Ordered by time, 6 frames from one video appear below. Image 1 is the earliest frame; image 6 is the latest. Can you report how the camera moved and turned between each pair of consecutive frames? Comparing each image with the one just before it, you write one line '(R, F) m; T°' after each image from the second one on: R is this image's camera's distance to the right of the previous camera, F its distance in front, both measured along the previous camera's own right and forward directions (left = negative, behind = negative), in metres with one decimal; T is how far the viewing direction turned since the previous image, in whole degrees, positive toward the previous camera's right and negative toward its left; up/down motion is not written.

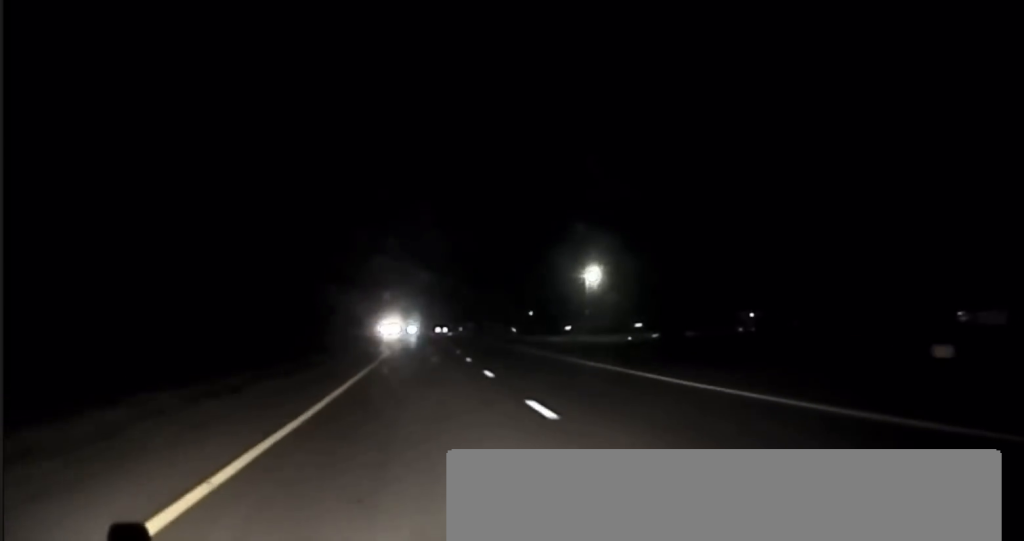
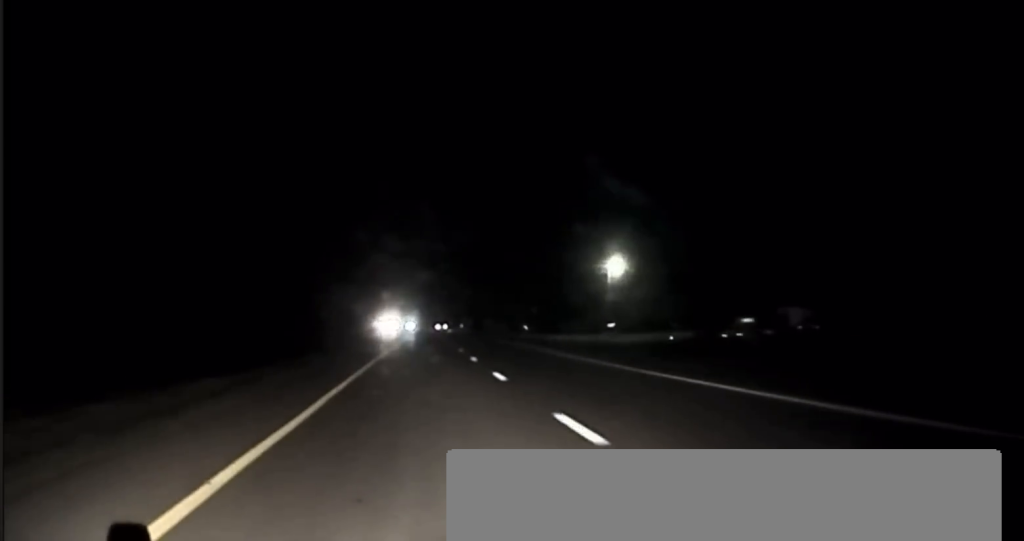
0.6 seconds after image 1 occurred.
(+0.1, +15.7) m; 0°
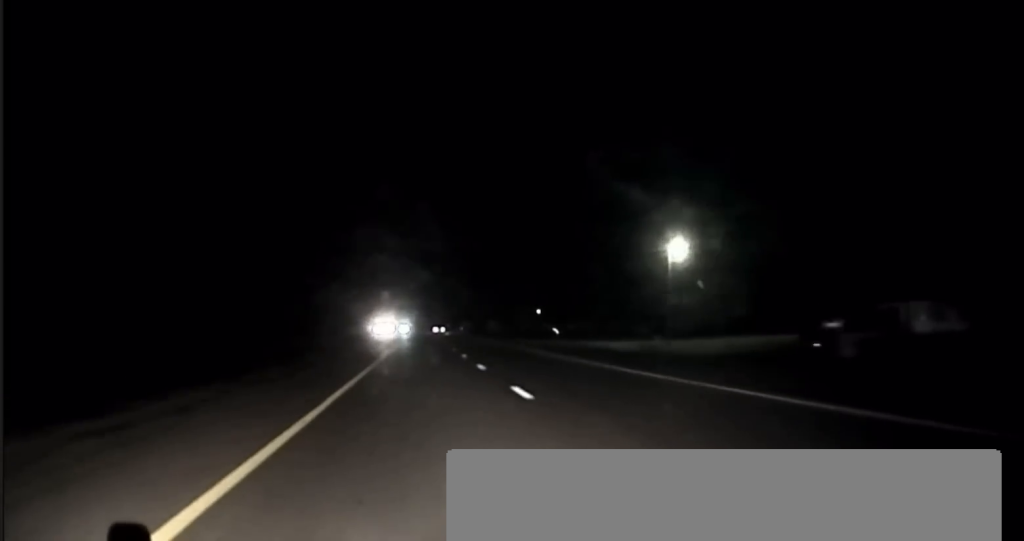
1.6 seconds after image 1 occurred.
(+0.3, +29.7) m; +1°
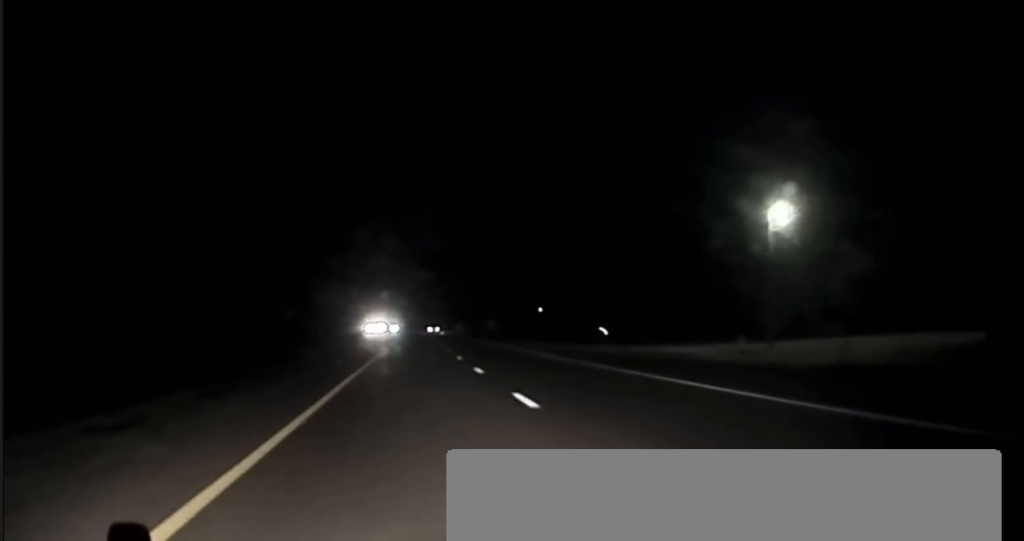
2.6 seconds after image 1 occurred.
(+0.2, +27.1) m; 0°
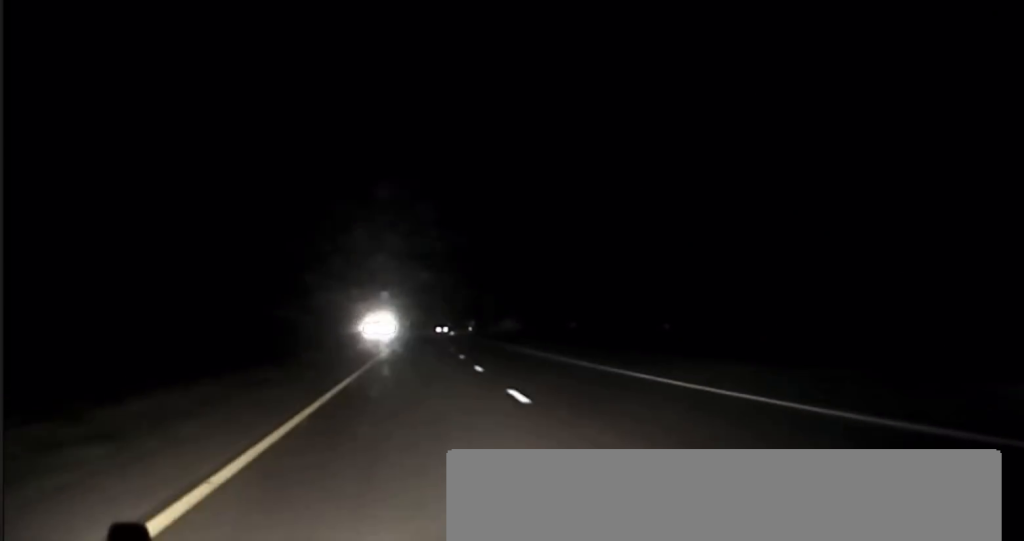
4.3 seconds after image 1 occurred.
(-0.7, +48.5) m; -1°
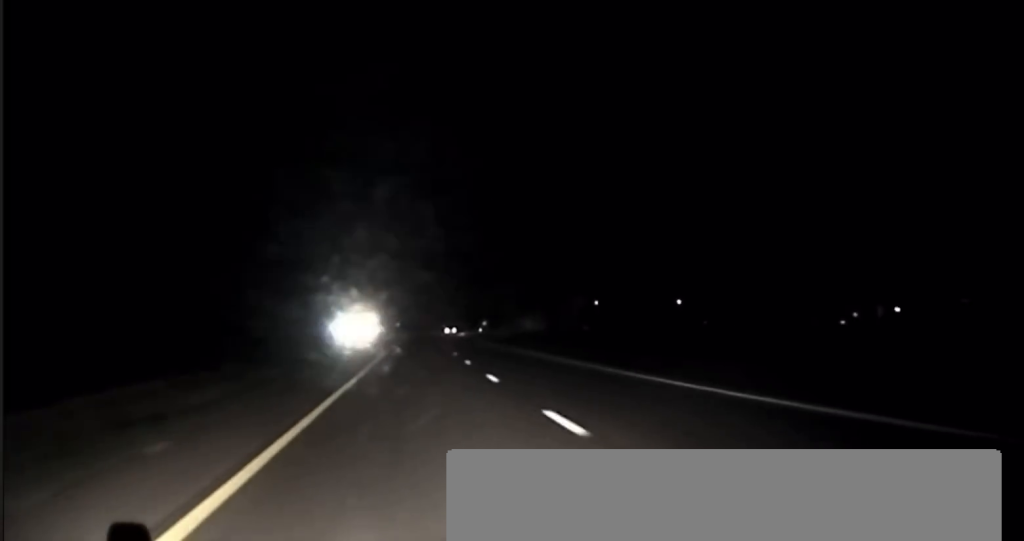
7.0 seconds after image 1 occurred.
(+1.5, +79.6) m; +2°
